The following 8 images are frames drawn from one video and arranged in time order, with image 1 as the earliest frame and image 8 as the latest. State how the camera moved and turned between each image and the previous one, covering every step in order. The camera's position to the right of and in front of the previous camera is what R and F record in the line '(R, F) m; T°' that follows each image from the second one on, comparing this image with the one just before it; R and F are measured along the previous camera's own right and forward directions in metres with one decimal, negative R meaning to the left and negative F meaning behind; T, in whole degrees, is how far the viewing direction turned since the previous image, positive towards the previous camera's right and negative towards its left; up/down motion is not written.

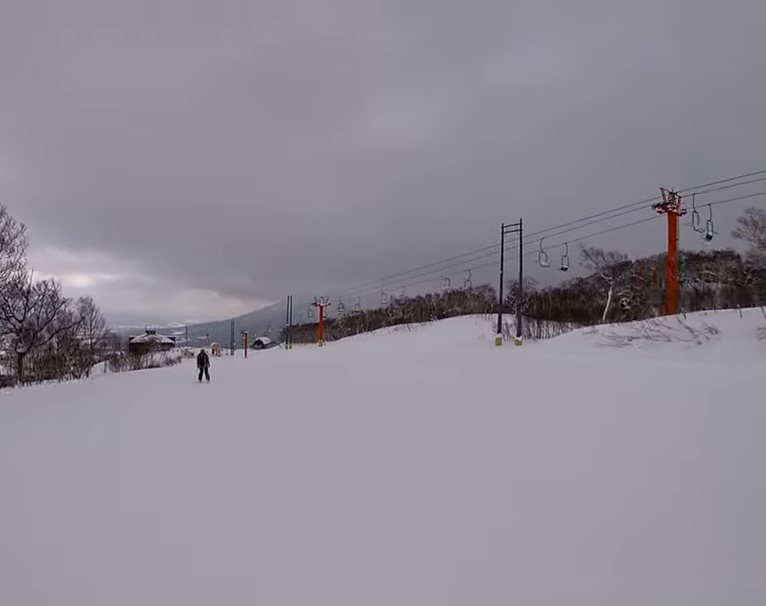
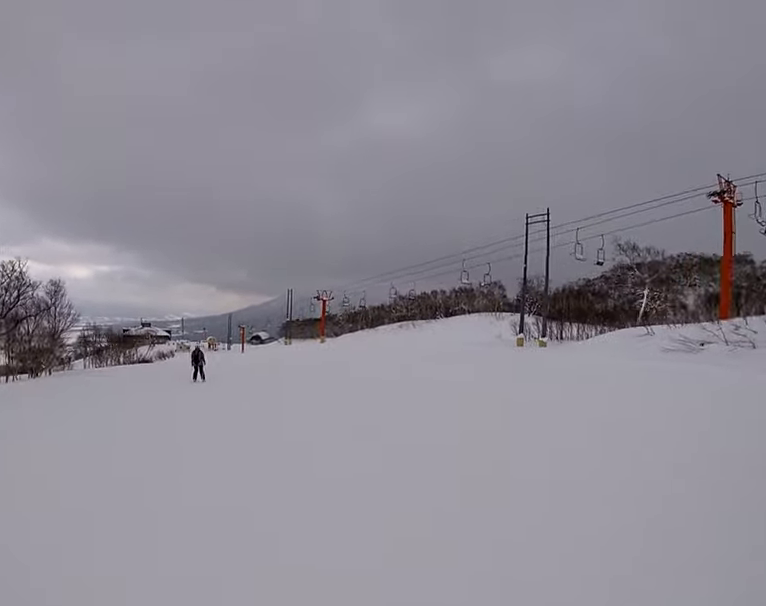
(+0.1, +5.4) m; +1°
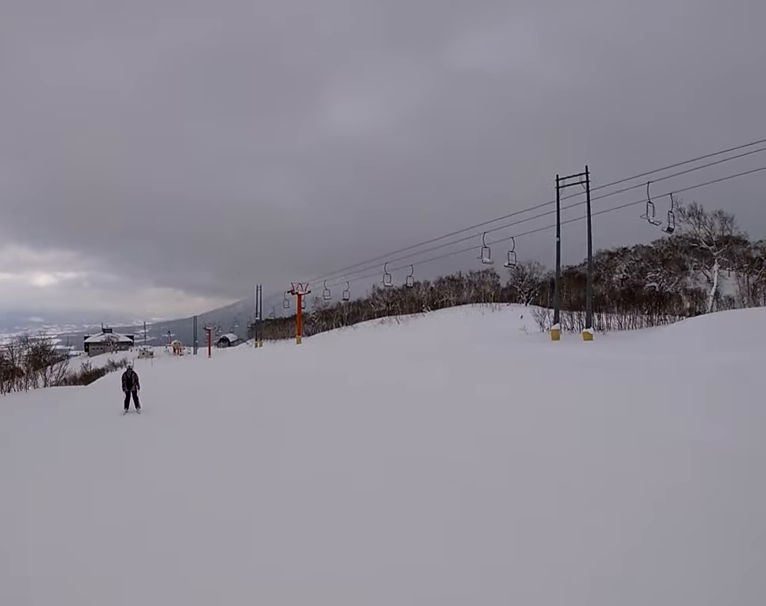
(+0.4, +12.7) m; -5°
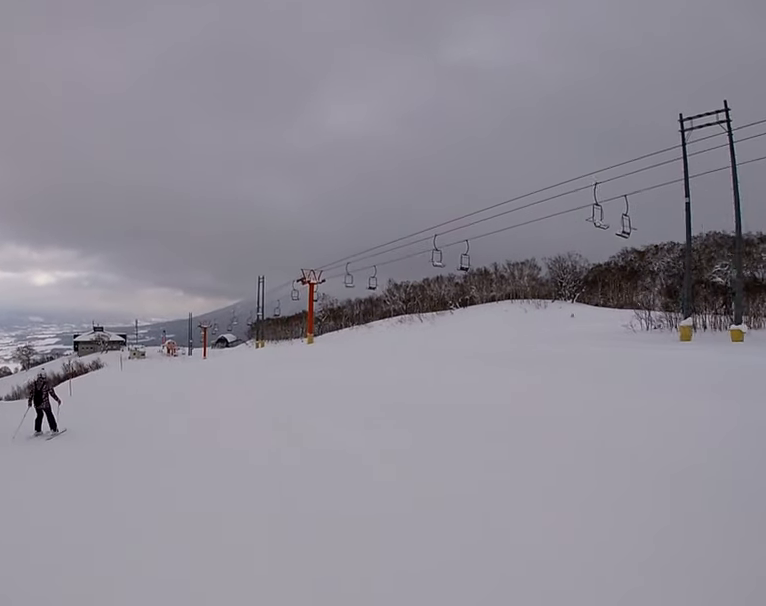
(-1.0, +14.5) m; +2°
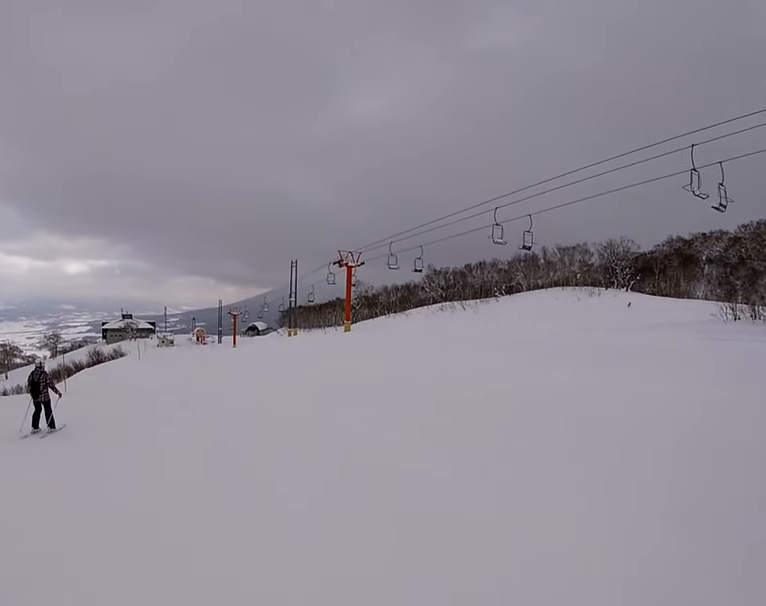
(+0.5, +5.1) m; +5°
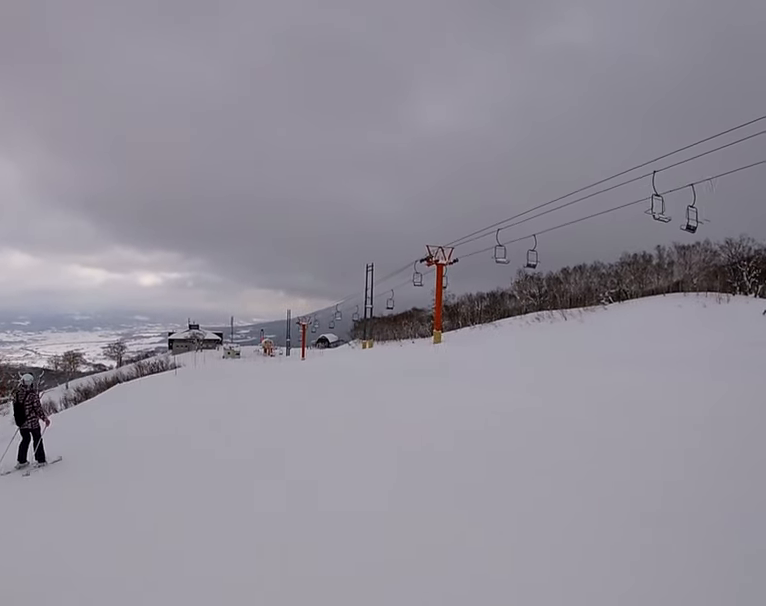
(-0.1, +10.0) m; -9°
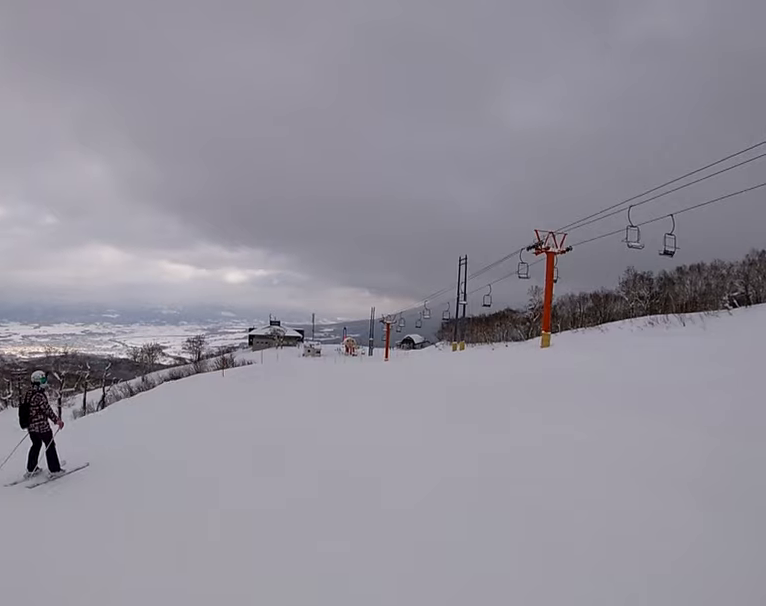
(-1.0, +6.8) m; -8°
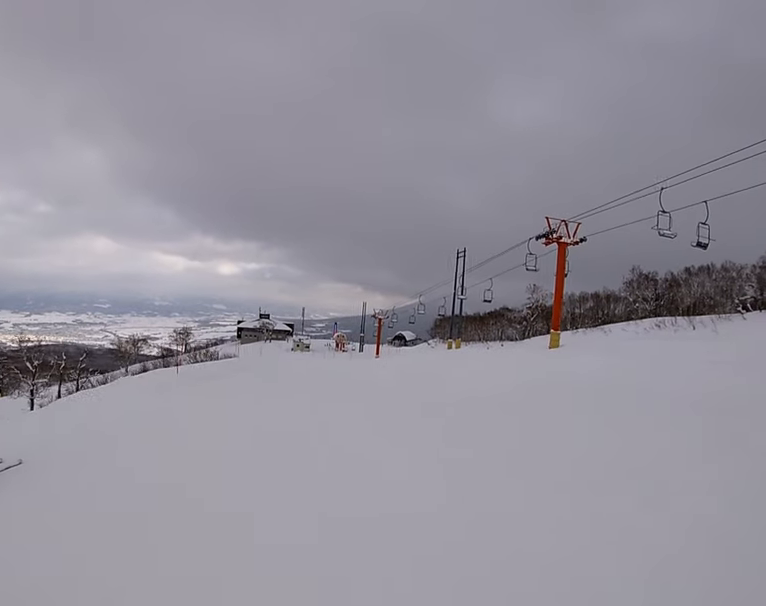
(-0.1, +4.6) m; +4°
